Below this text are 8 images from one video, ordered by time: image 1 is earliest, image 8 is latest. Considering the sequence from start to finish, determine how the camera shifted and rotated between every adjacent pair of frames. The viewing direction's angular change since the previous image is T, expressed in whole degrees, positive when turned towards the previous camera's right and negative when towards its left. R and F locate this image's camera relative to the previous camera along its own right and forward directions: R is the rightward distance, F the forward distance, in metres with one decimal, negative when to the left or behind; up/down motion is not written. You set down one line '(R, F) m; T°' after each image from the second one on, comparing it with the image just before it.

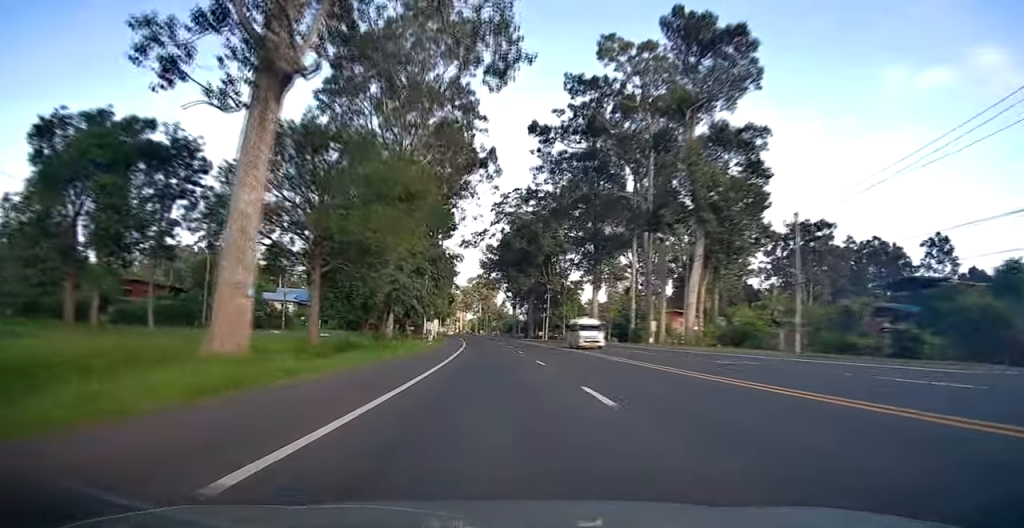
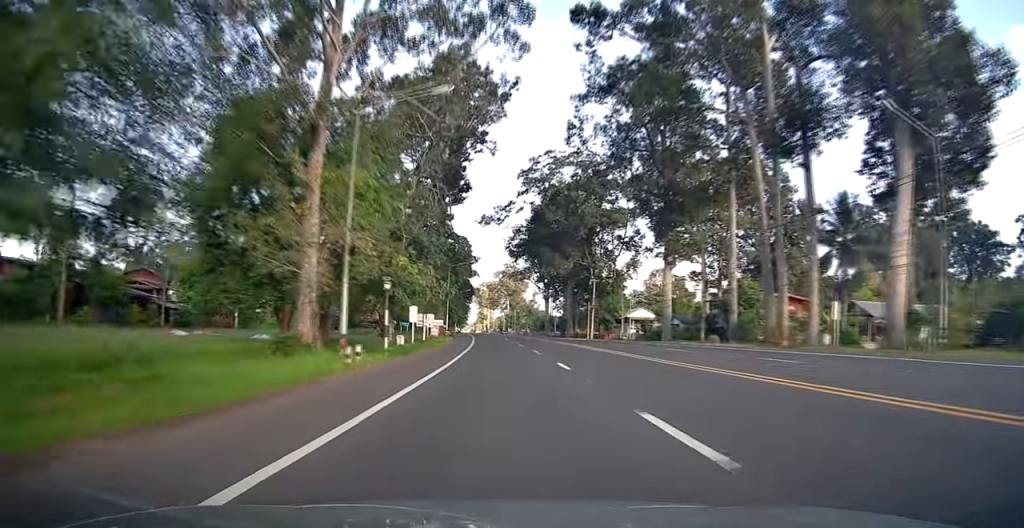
(-0.9, +28.8) m; -3°
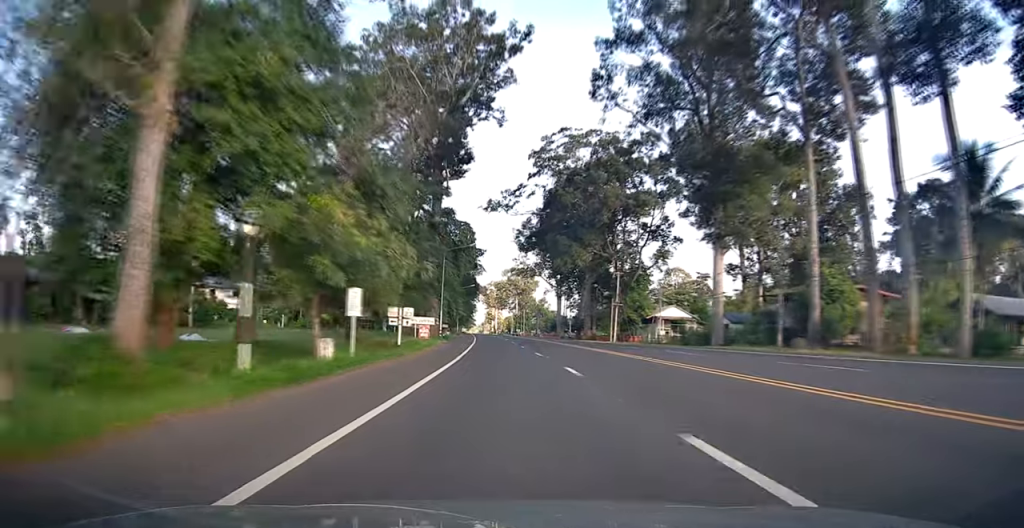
(-0.1, +13.7) m; -1°
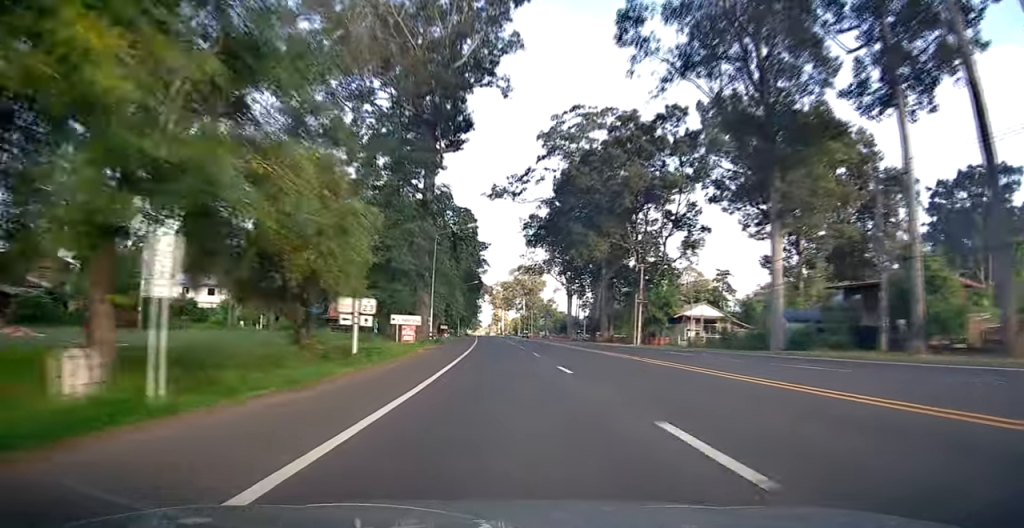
(-0.1, +10.8) m; 0°
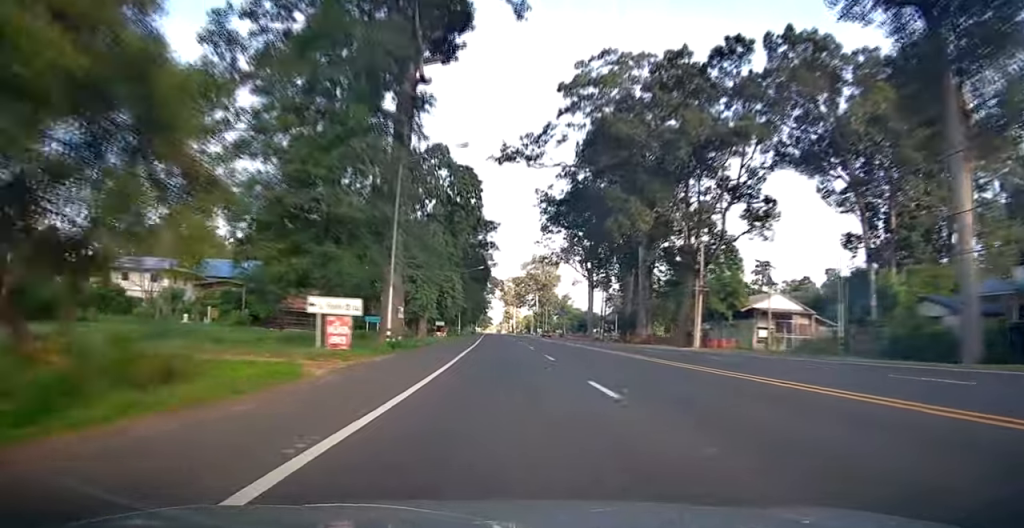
(-0.1, +18.1) m; -1°
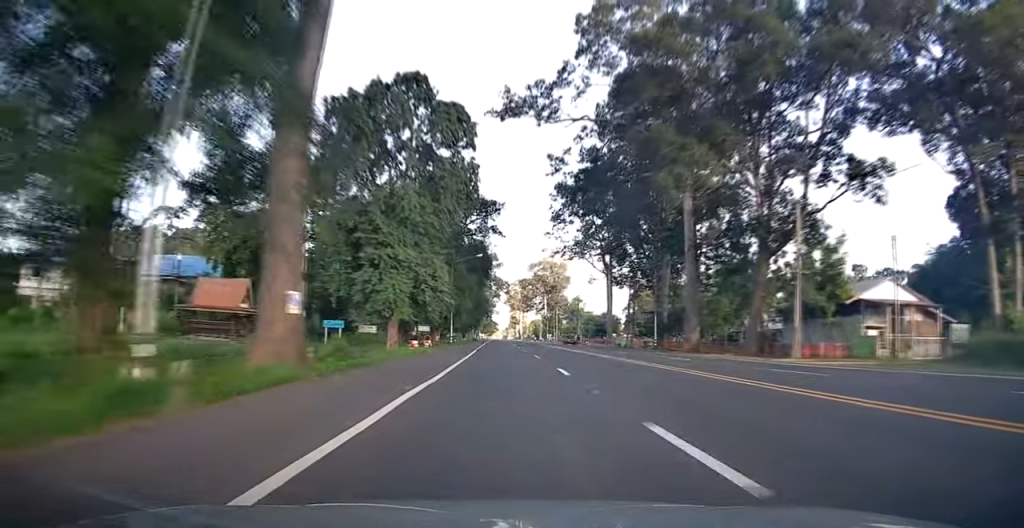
(-0.3, +17.2) m; -1°
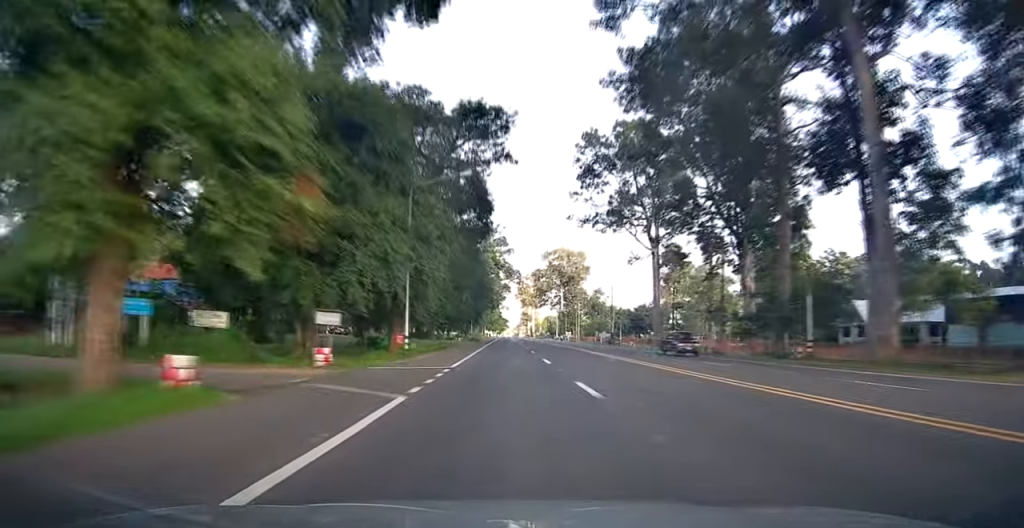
(+0.2, +28.8) m; 0°
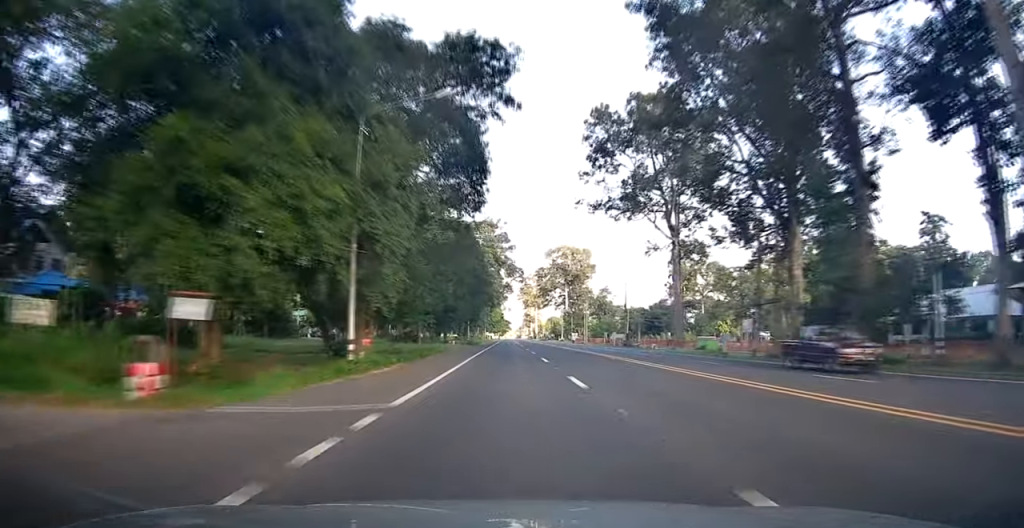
(-0.4, +9.8) m; 0°
